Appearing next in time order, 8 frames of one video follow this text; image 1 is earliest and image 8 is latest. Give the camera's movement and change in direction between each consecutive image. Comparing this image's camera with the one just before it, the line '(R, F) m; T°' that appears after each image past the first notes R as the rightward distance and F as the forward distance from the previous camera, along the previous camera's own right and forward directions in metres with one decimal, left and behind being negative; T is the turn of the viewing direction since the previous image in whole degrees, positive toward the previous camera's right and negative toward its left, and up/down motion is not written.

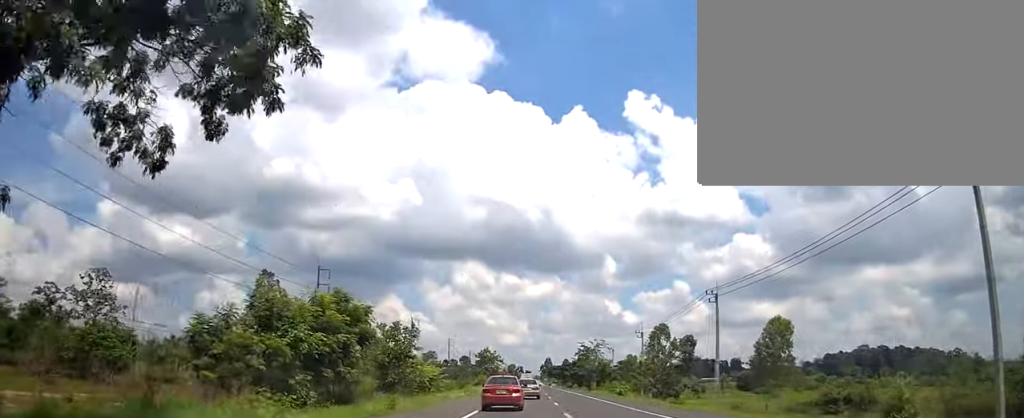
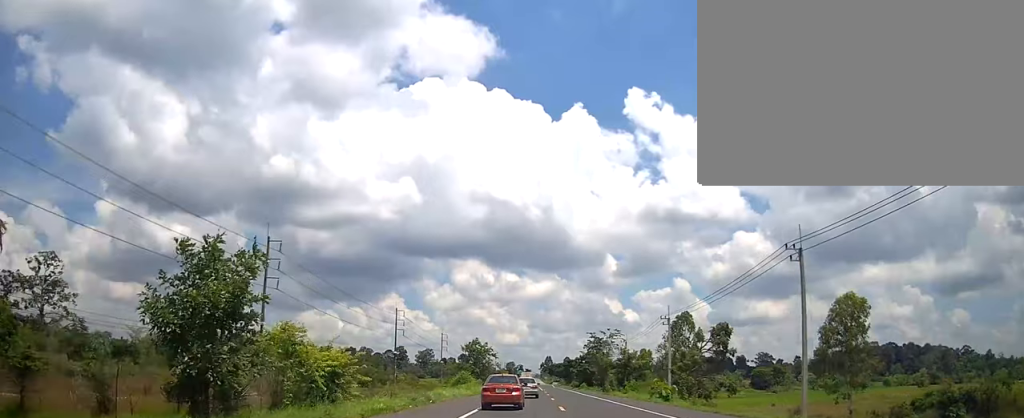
(+0.3, +19.9) m; 0°
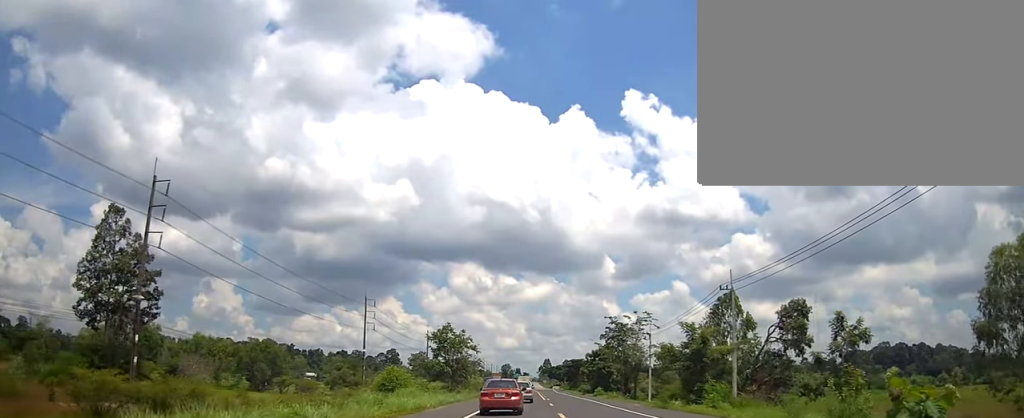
(-0.4, +27.3) m; 0°
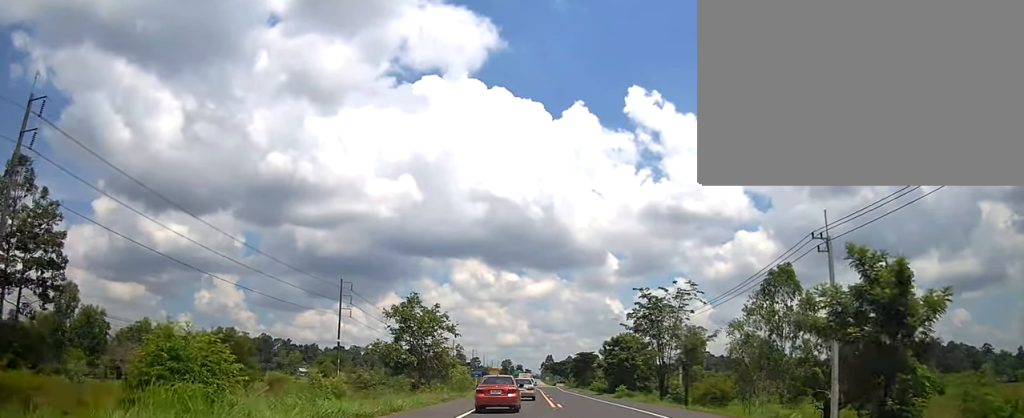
(+0.3, +18.3) m; +3°
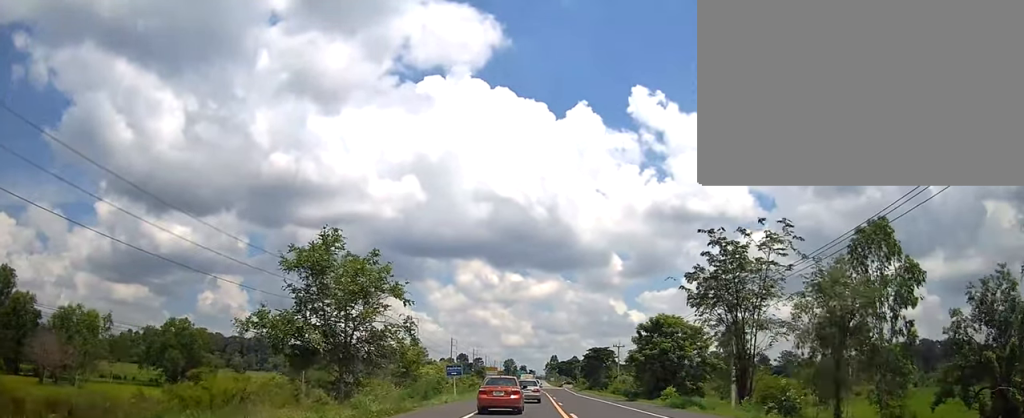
(+0.6, +19.0) m; +2°
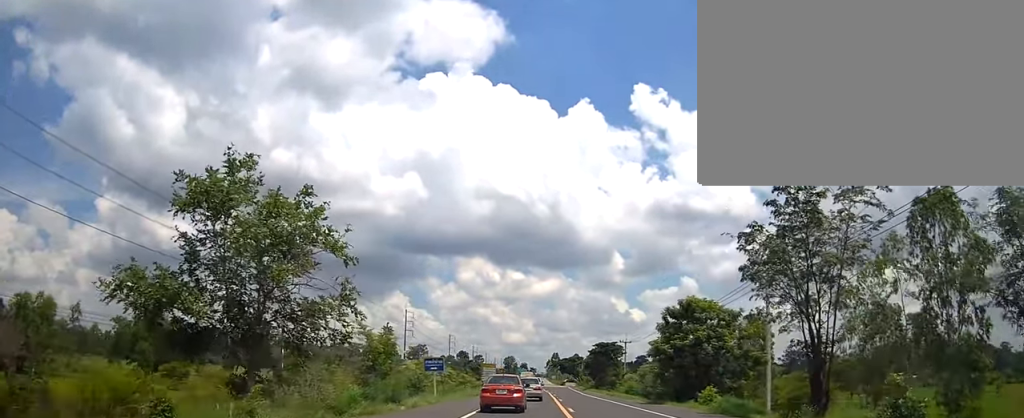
(0.0, +8.7) m; -1°
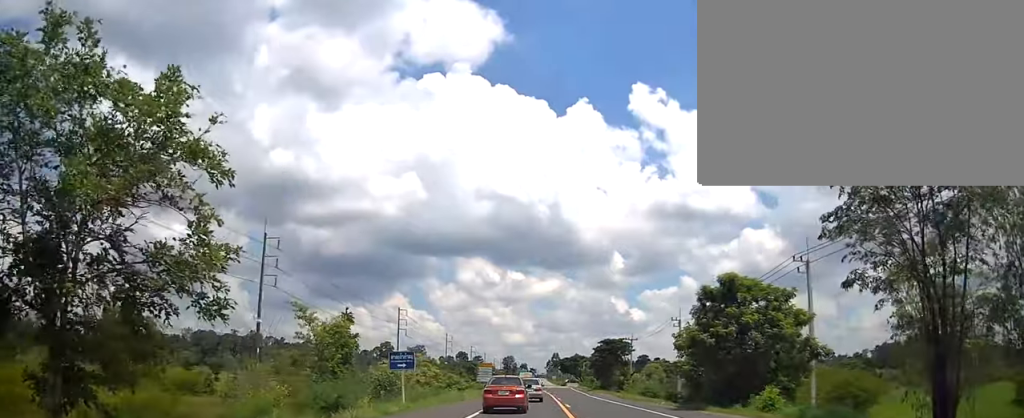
(0.0, +8.2) m; -1°
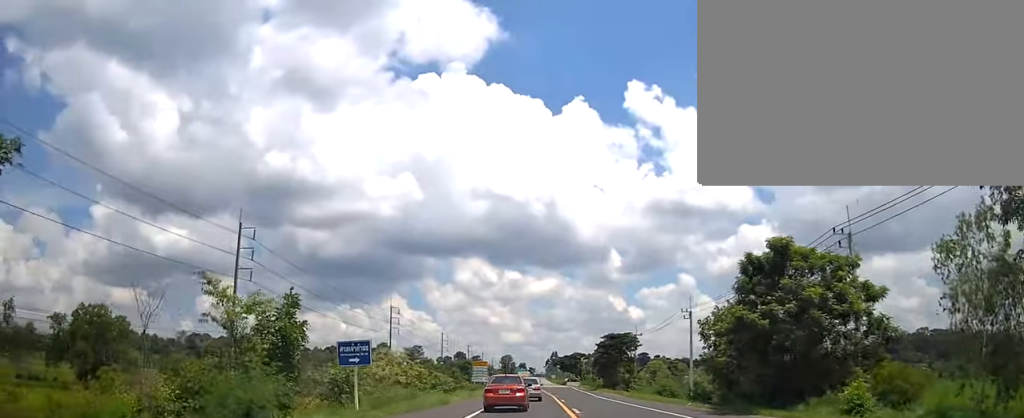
(-0.2, +6.5) m; -1°
